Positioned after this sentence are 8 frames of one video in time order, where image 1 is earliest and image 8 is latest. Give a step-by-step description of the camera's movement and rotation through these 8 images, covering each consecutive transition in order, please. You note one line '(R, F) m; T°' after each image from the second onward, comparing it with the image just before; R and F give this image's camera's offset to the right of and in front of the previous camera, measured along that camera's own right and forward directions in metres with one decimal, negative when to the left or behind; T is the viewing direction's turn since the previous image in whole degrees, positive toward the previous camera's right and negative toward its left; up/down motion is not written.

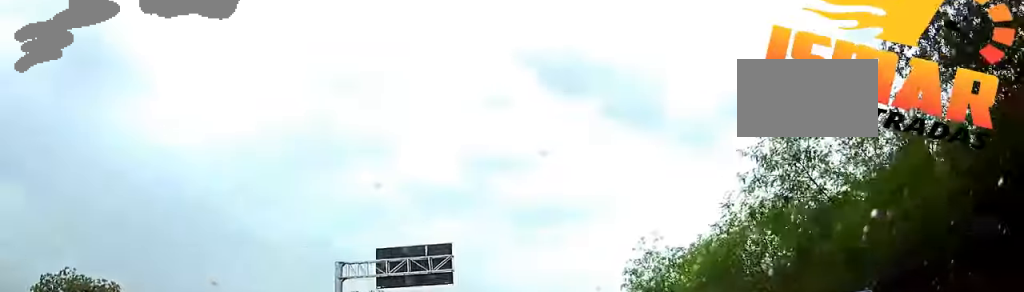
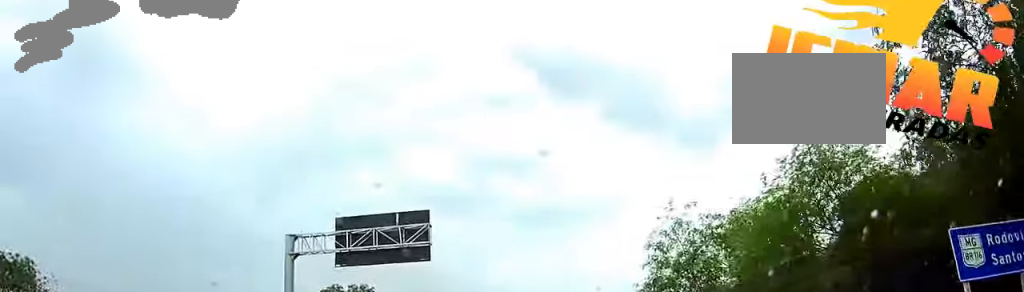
(0.0, +7.5) m; 0°
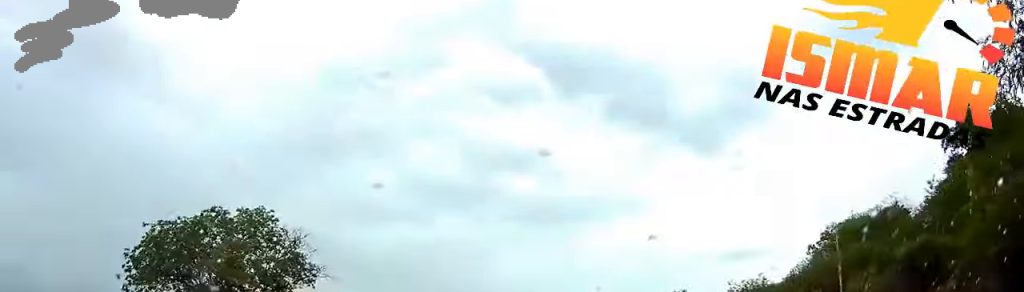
(-0.2, +24.9) m; -1°
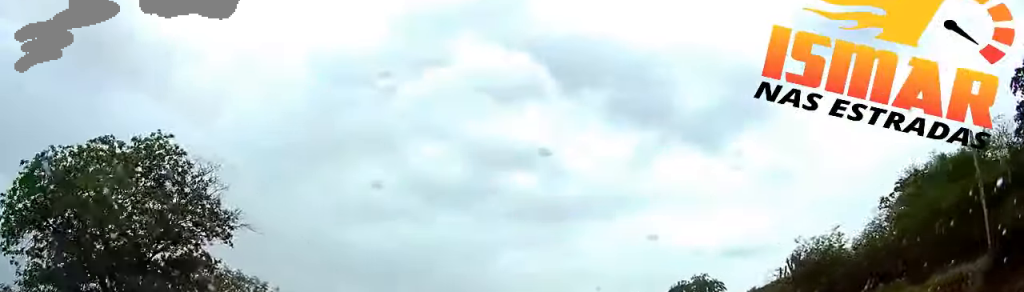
(+0.1, +12.3) m; 0°
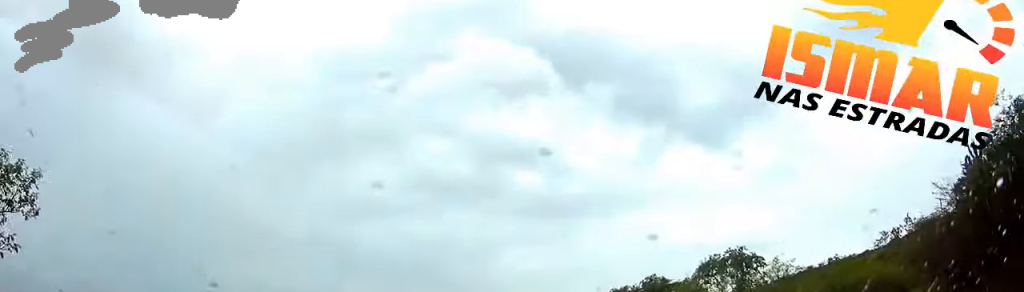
(0.0, +18.4) m; 0°
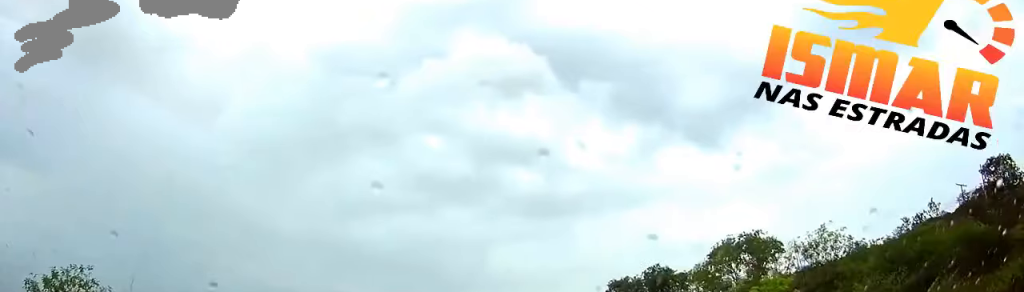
(+0.1, +9.0) m; +1°
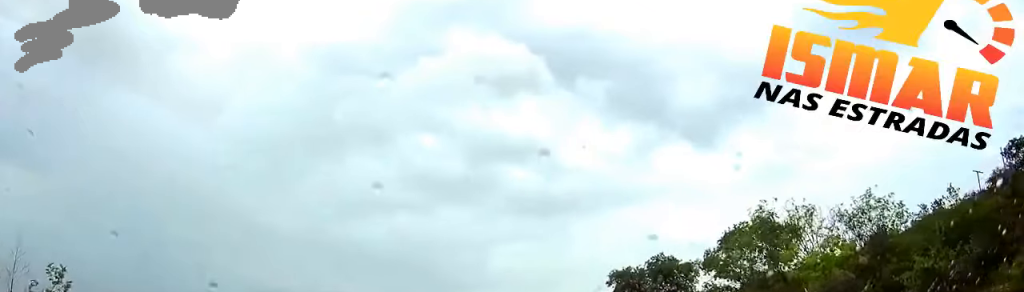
(0.0, +6.1) m; 0°
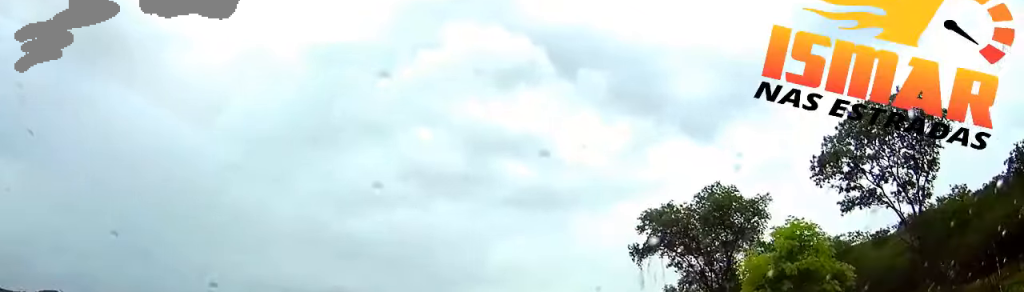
(0.0, +29.8) m; 0°
